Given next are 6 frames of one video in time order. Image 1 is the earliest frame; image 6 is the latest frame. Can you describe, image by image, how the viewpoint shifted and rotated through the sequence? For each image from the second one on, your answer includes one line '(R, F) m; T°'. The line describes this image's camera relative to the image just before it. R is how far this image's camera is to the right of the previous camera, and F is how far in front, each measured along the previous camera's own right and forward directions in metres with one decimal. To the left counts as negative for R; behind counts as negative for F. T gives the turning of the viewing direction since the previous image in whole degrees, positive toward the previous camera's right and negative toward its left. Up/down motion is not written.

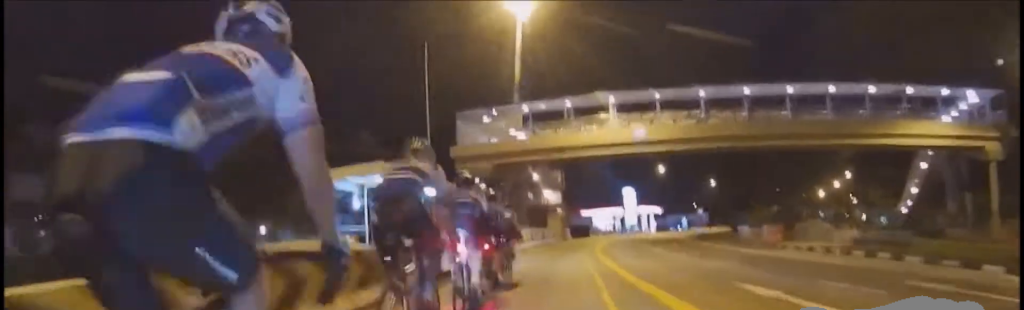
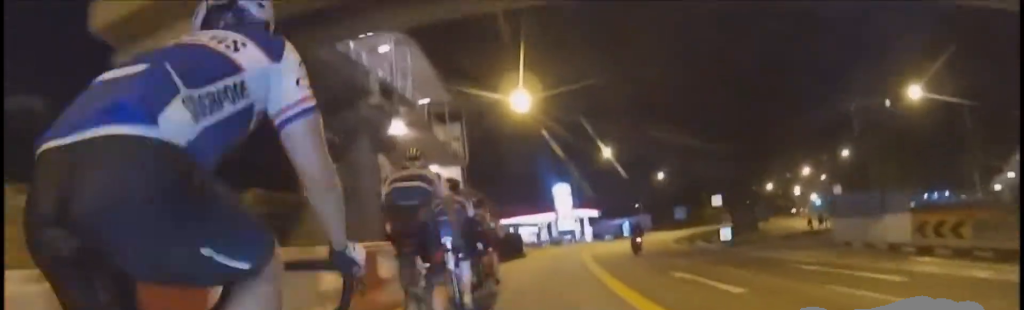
(+3.8, +26.9) m; +14°
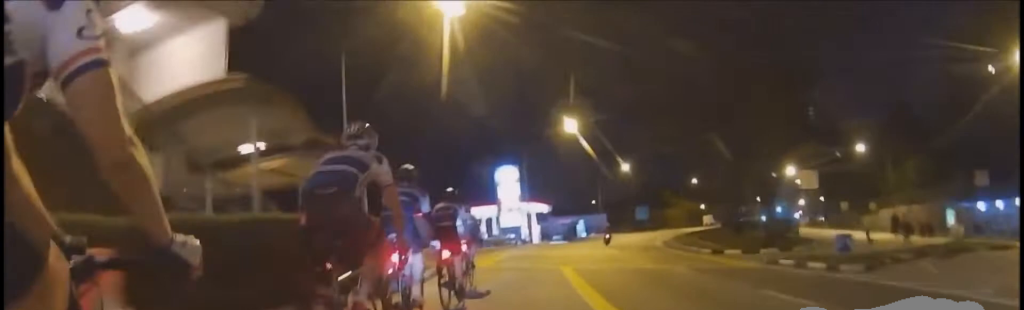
(-1.4, +16.6) m; -4°
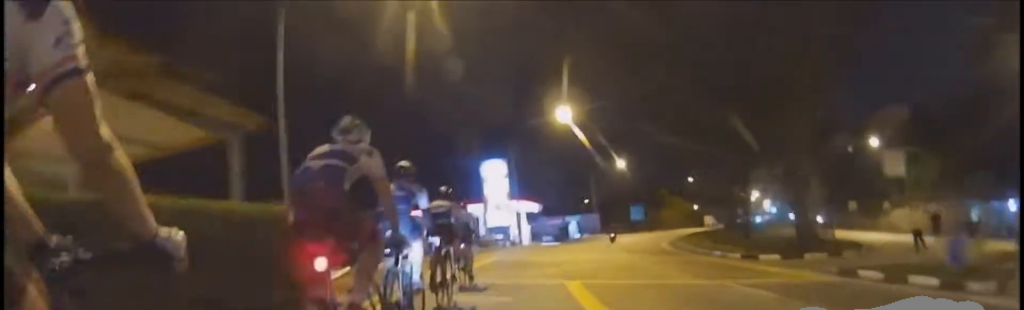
(-0.5, +5.1) m; +4°
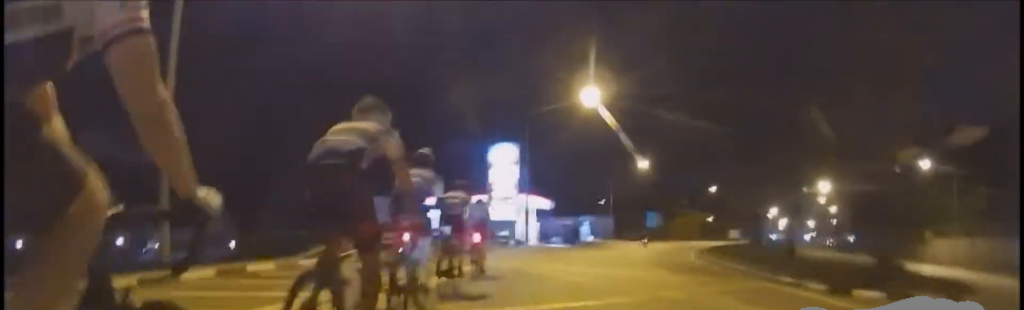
(+1.4, +6.6) m; +7°
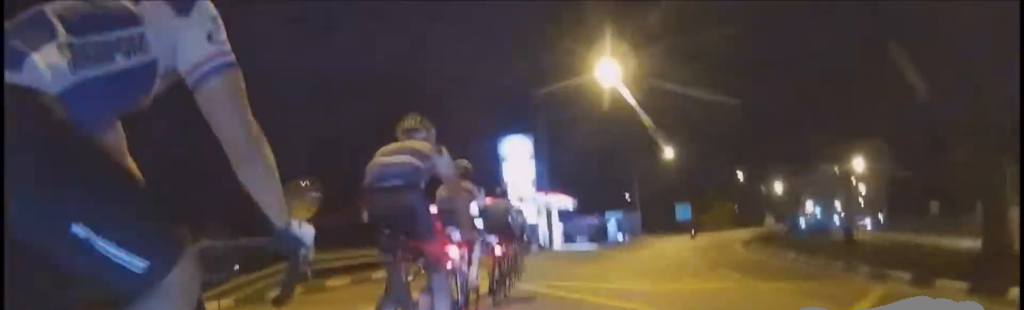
(0.0, +5.1) m; +1°
